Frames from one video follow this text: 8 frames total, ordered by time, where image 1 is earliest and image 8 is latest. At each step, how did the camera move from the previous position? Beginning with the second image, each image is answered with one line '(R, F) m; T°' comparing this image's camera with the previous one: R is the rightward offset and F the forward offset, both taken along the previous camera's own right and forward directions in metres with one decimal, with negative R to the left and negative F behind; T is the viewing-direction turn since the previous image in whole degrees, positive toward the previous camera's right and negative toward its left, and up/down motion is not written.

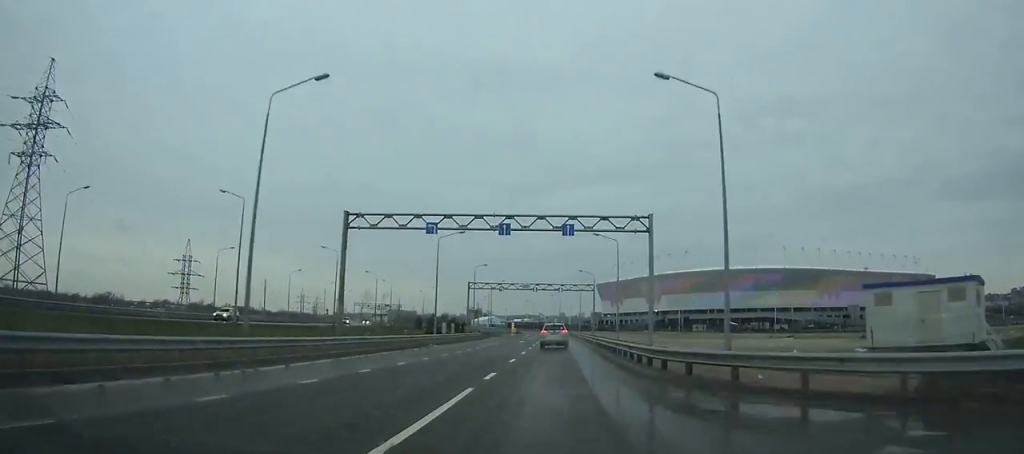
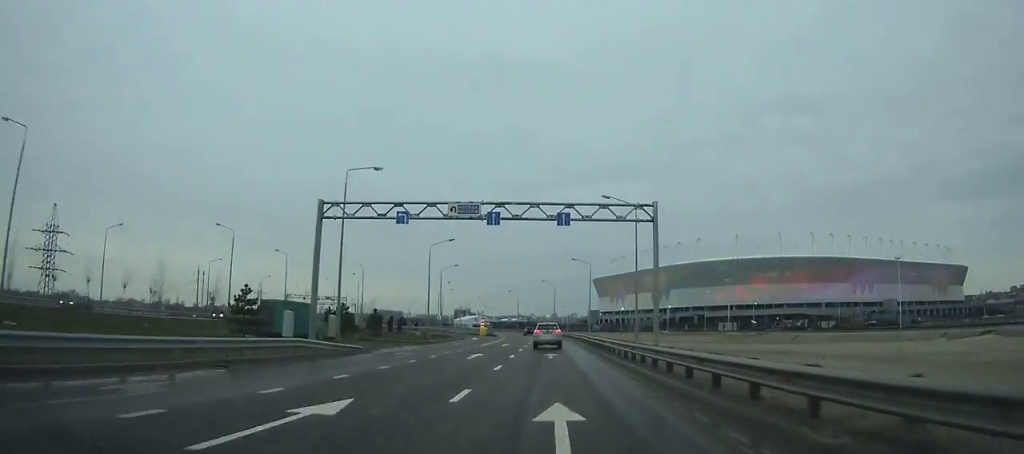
(+0.2, +51.9) m; -1°
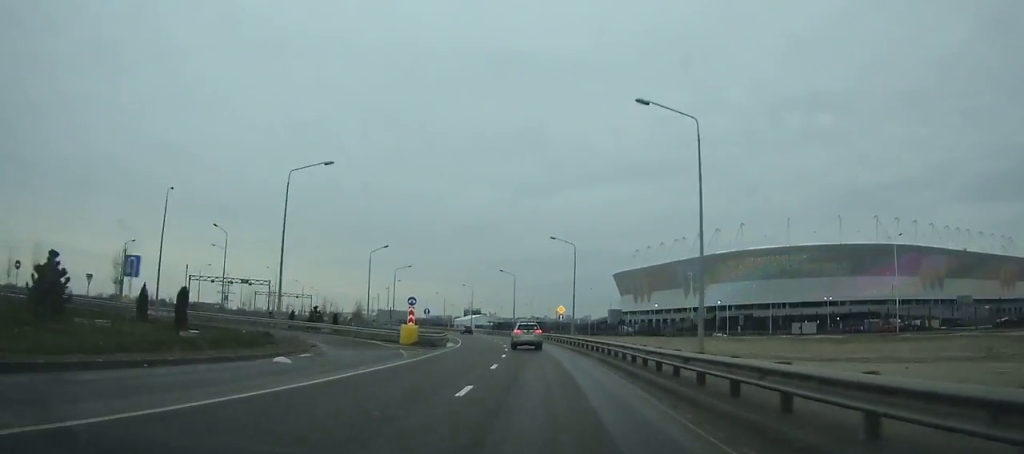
(-0.8, +53.7) m; -4°
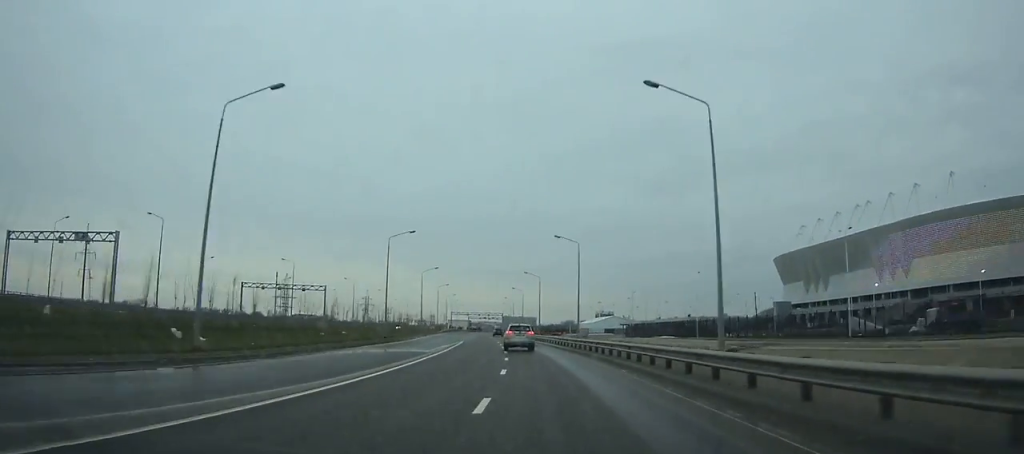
(-6.7, +73.0) m; -10°
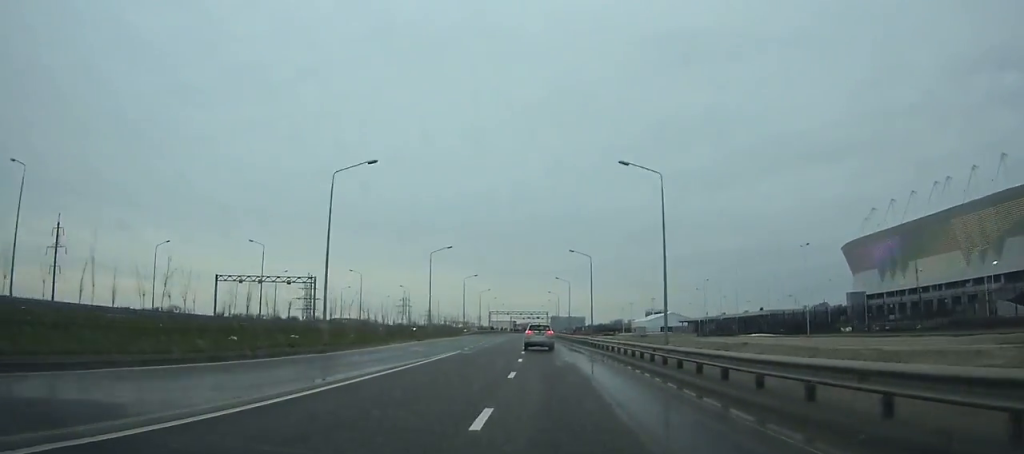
(-0.7, +25.6) m; -3°
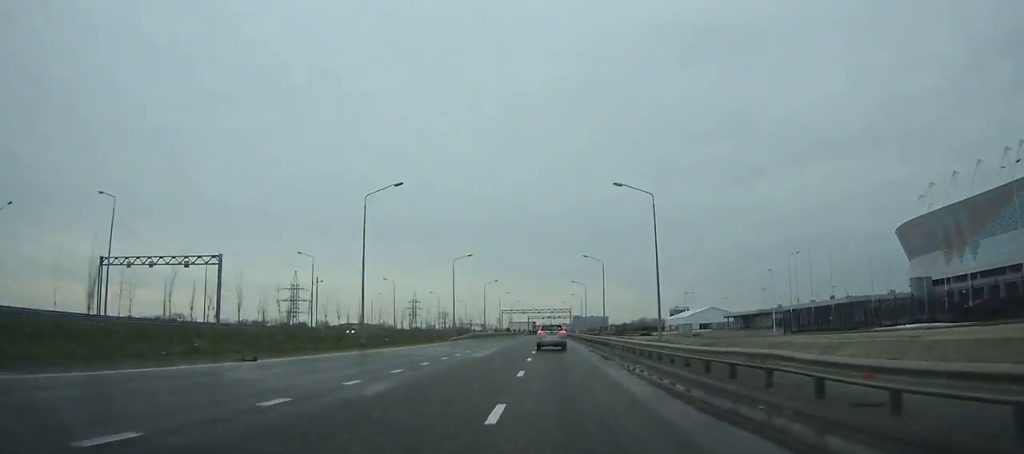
(-1.2, +31.0) m; -1°
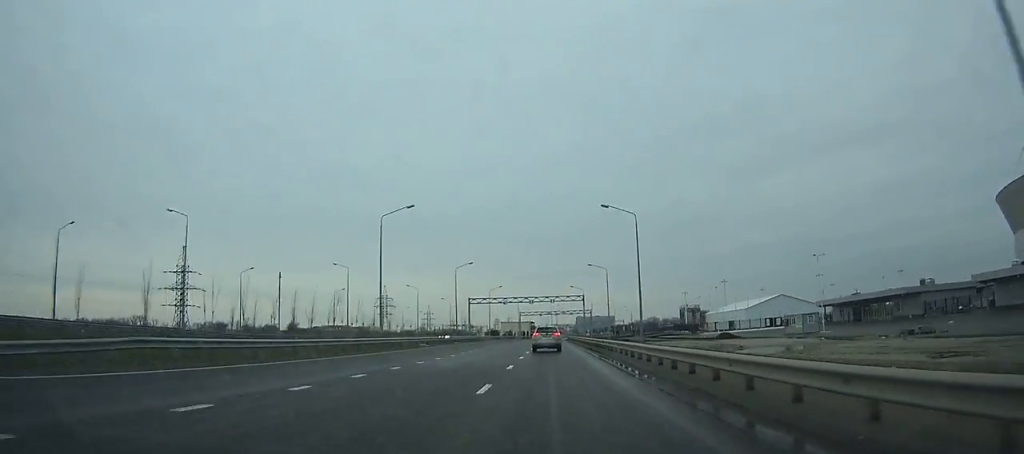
(-0.6, +68.9) m; -1°
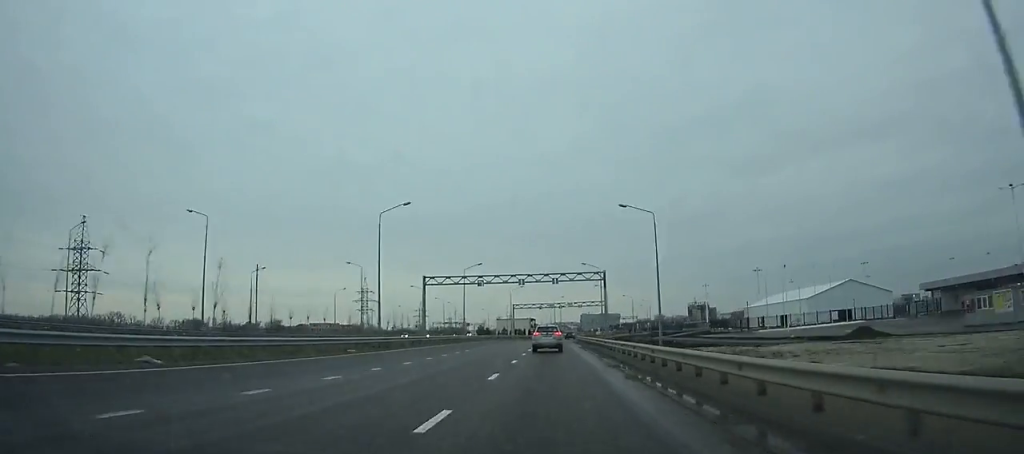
(-0.4, +35.8) m; 0°
